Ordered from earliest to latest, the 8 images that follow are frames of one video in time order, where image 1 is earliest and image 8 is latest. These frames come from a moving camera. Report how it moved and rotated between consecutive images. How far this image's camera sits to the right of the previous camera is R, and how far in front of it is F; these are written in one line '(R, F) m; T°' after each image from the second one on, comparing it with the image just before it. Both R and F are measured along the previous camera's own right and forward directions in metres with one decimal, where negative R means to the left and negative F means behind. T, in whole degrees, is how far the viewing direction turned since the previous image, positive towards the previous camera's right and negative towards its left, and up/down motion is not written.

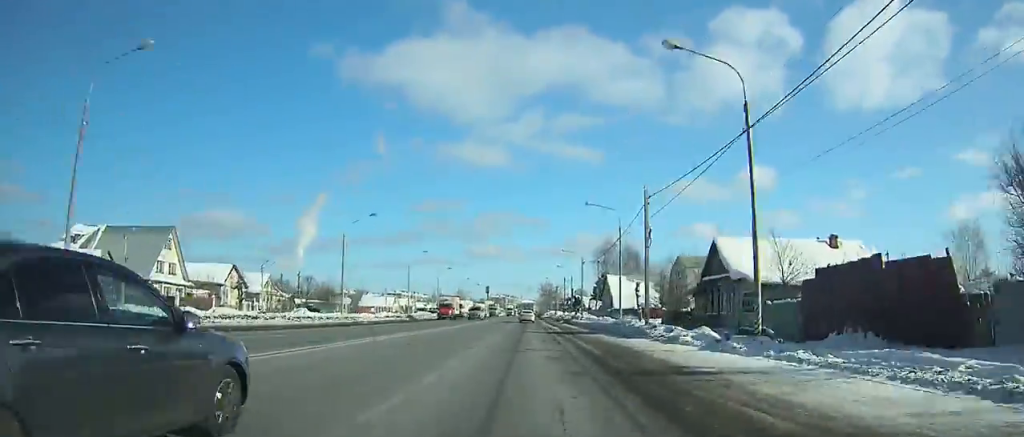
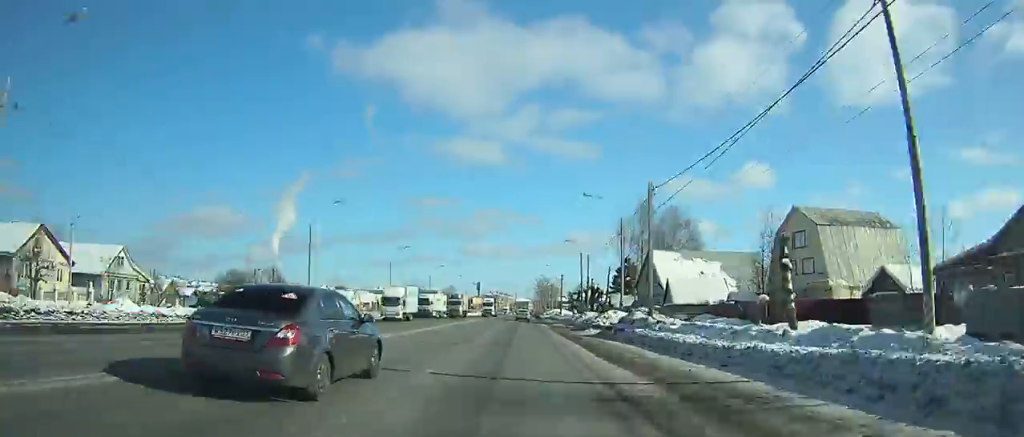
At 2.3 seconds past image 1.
(0.0, +40.9) m; 0°
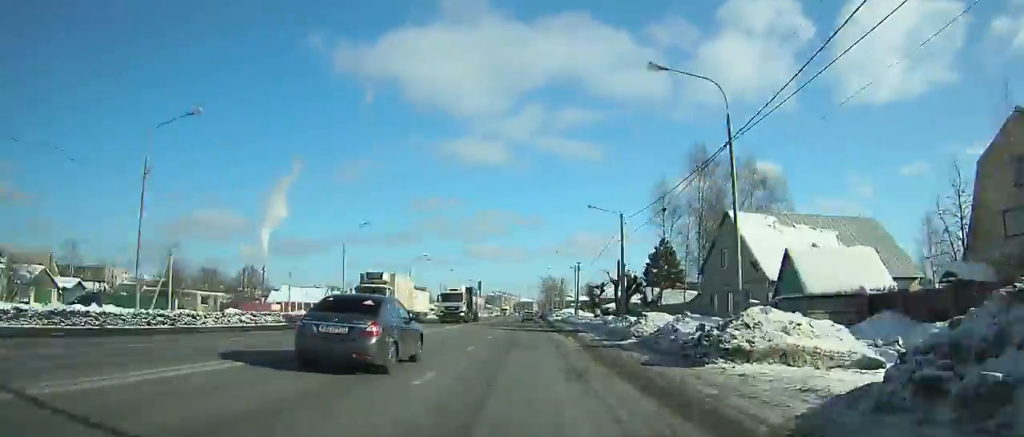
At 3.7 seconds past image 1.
(0.0, +25.0) m; 0°
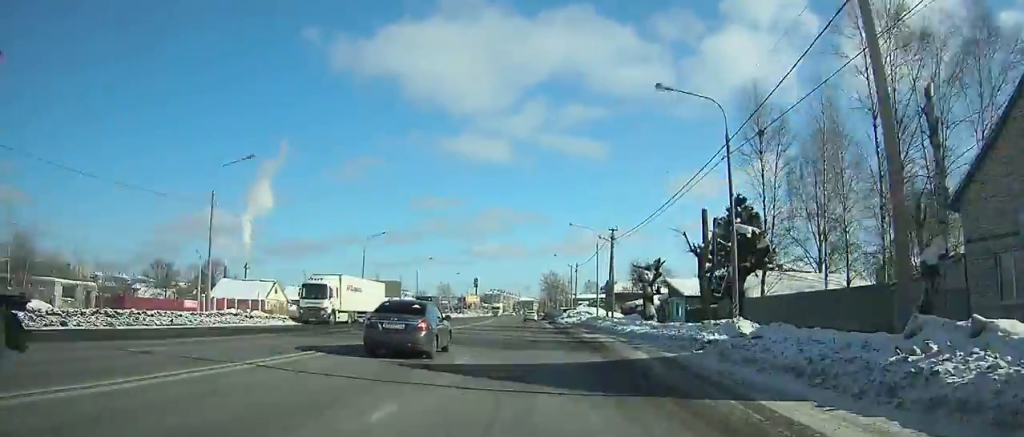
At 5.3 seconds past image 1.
(0.0, +28.4) m; 0°
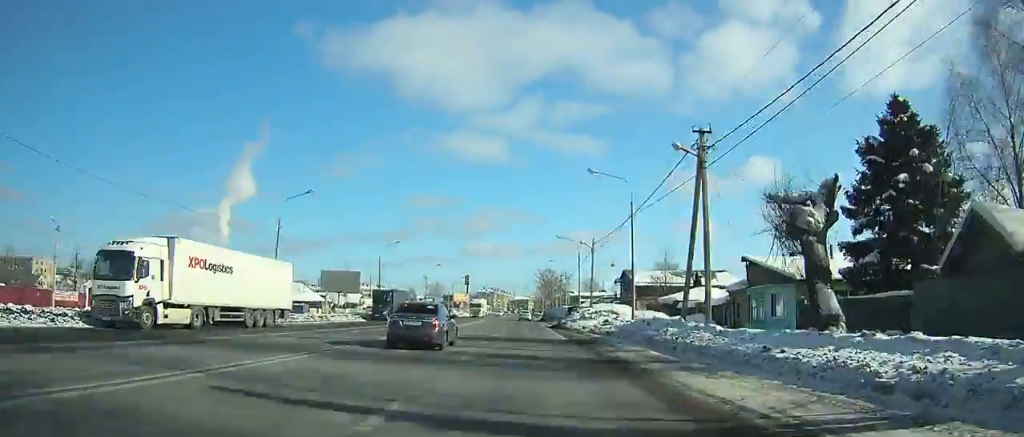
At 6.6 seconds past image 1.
(0.0, +23.2) m; 0°
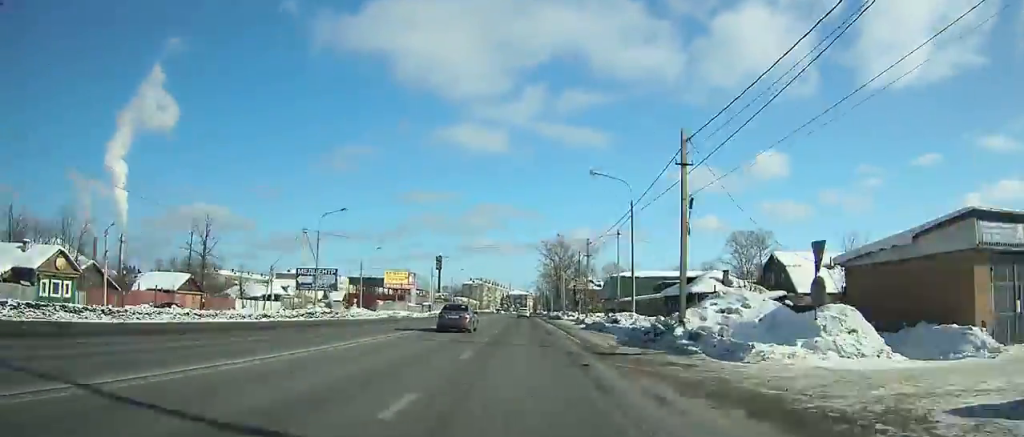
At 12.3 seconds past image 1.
(+0.1, +101.7) m; 0°
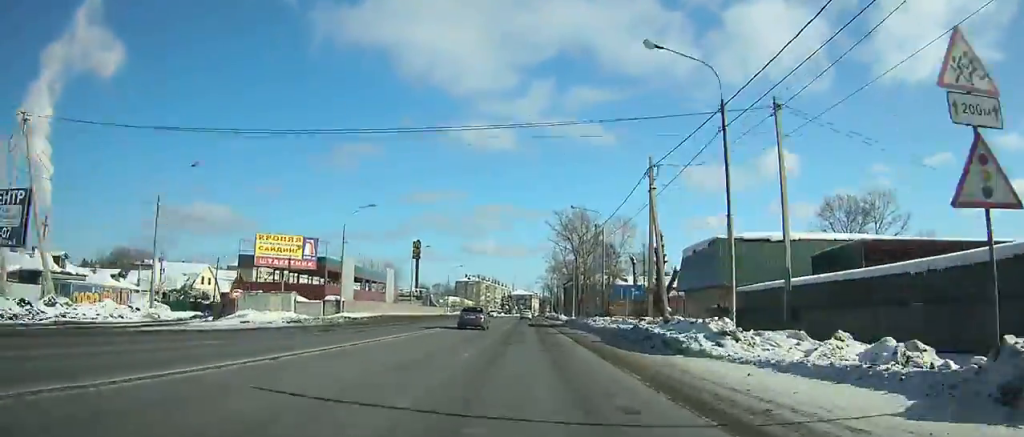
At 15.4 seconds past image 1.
(-0.1, +55.0) m; 0°
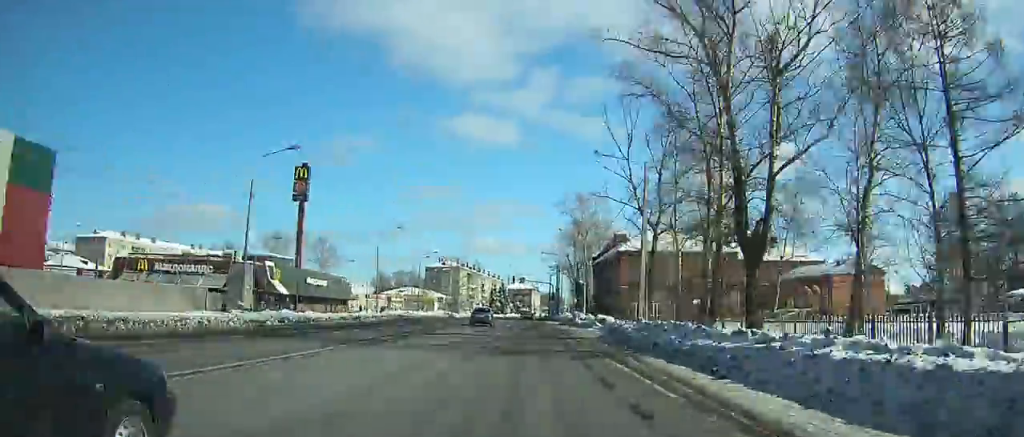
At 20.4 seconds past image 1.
(-1.8, +88.8) m; -1°
